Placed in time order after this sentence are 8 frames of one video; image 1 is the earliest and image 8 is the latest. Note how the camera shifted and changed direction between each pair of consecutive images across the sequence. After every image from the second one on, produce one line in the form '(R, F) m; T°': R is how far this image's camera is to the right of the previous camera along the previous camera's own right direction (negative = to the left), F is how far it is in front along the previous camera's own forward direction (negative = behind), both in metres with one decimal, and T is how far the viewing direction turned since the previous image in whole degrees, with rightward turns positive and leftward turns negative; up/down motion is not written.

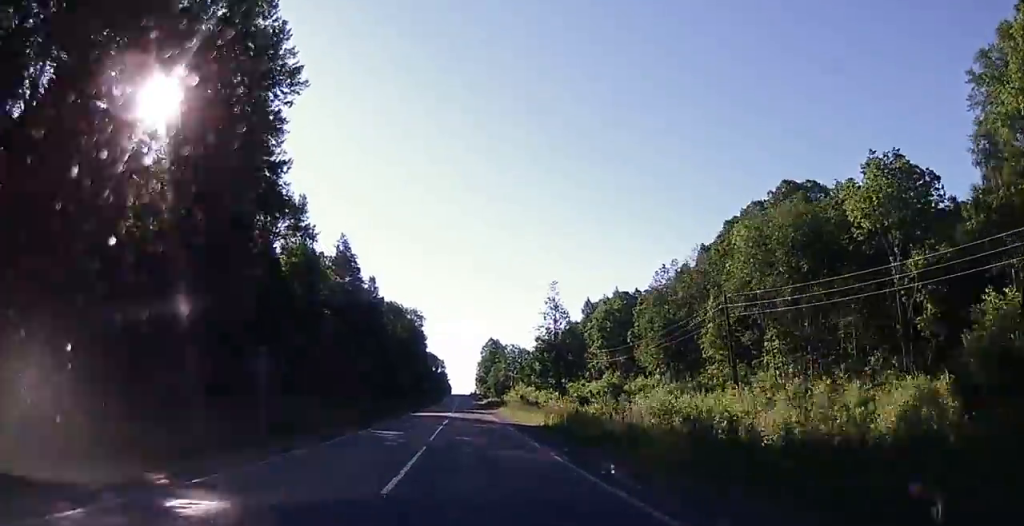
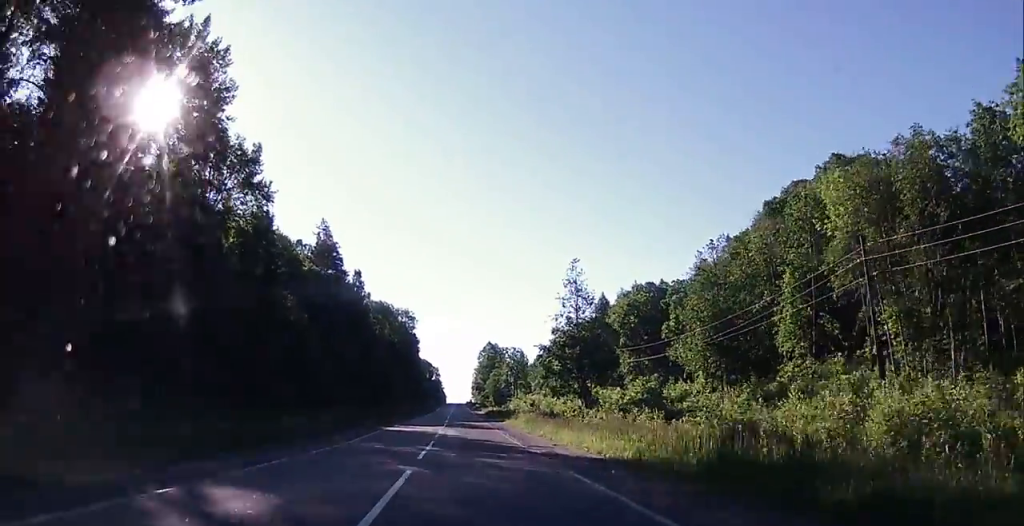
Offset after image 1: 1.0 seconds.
(-0.4, +17.1) m; 0°
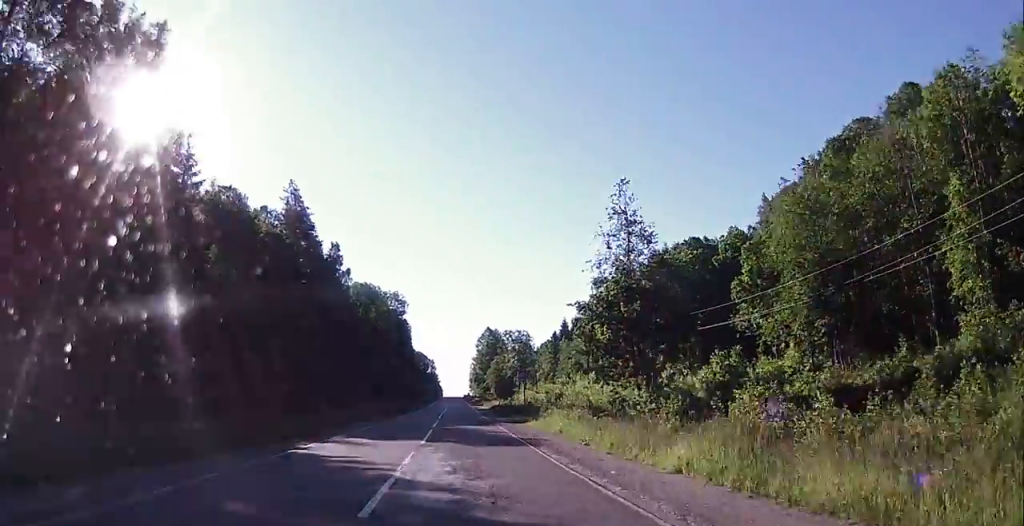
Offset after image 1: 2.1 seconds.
(+0.3, +20.3) m; 0°
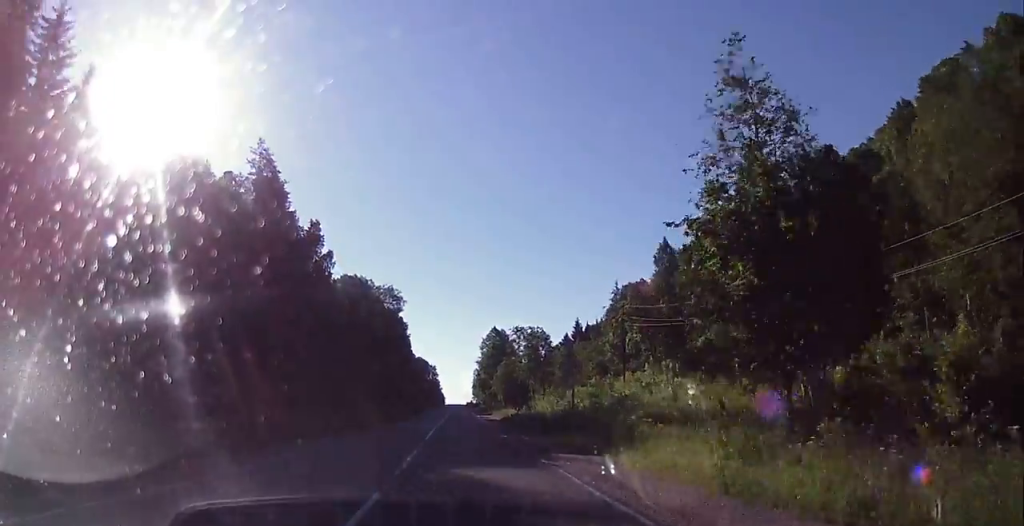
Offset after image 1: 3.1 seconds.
(-0.4, +18.7) m; 0°
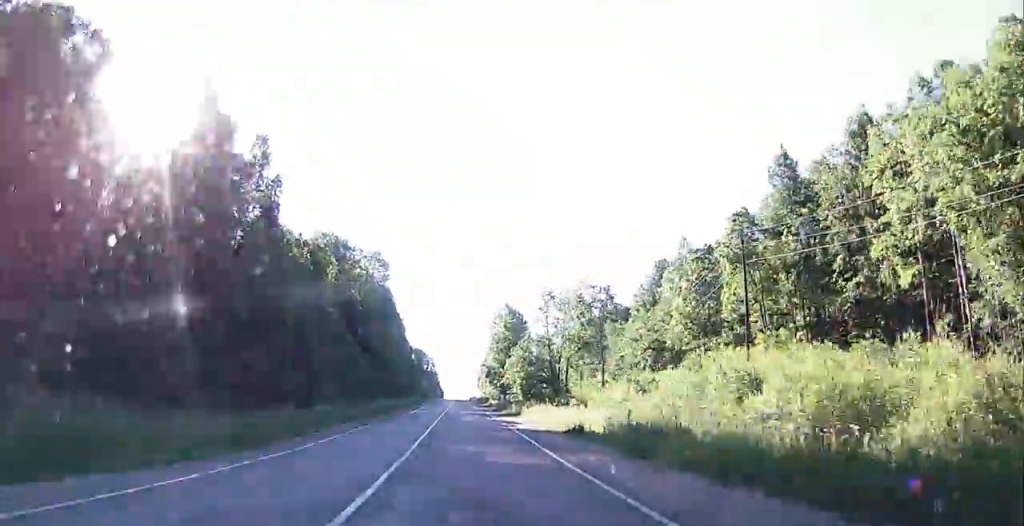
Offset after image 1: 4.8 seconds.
(-0.4, +31.2) m; -1°
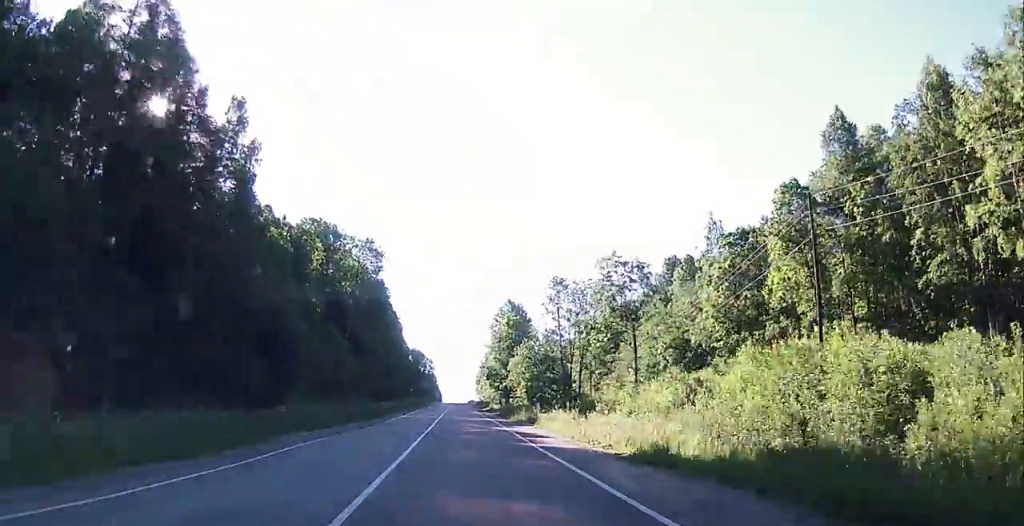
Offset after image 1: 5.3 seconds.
(+0.2, +9.3) m; 0°
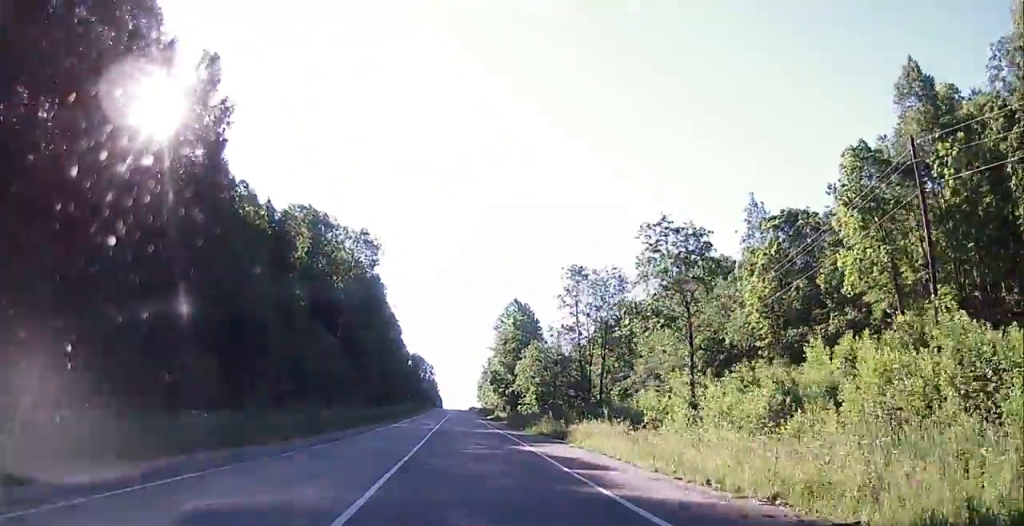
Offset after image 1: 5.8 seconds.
(+0.4, +9.3) m; 0°
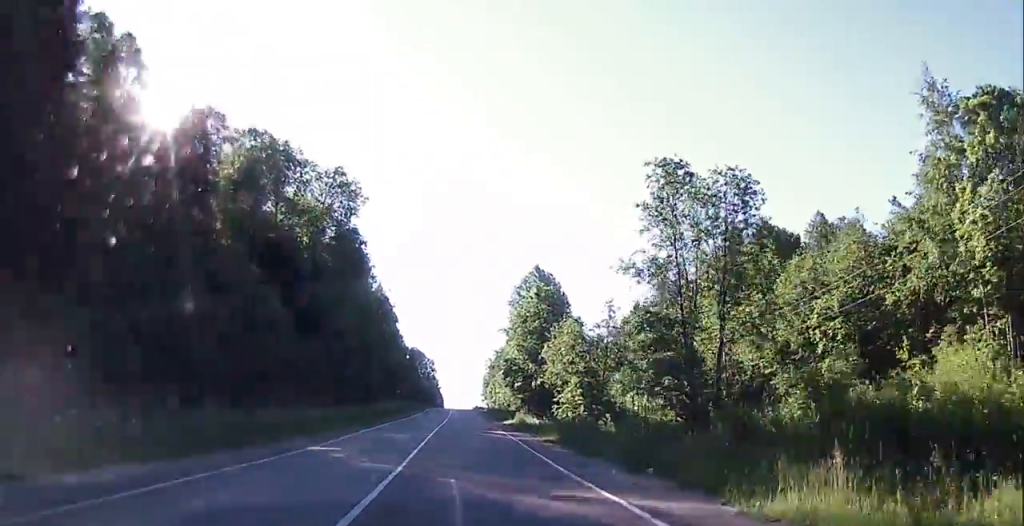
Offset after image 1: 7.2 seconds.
(-1.1, +25.4) m; -2°
